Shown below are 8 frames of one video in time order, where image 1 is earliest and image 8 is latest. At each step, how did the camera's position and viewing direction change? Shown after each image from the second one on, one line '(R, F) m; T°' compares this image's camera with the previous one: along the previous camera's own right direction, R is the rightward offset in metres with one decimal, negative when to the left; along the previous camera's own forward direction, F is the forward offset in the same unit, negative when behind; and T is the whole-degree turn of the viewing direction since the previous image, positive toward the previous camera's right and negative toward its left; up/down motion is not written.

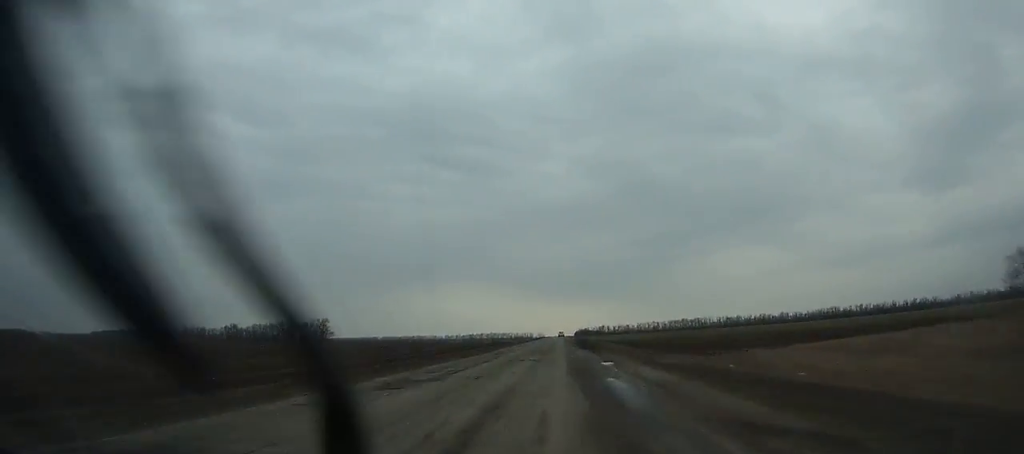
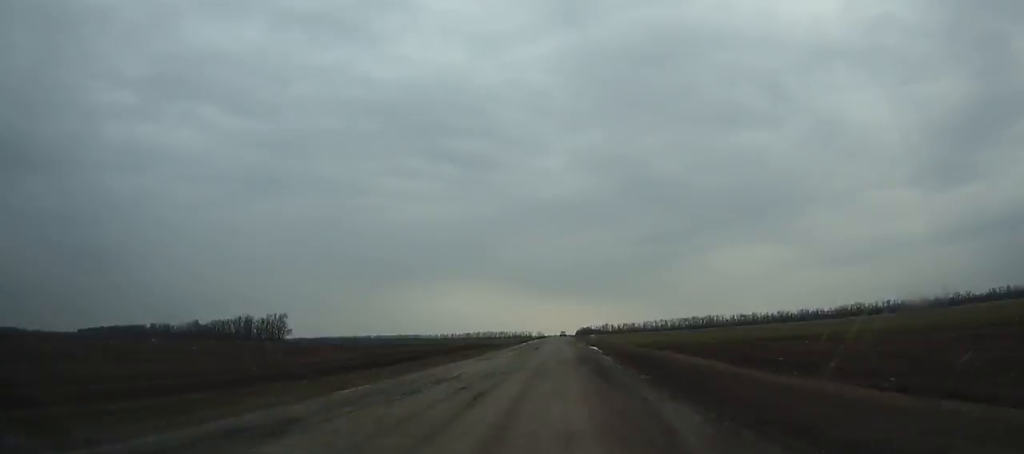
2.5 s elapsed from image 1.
(+0.1, +56.0) m; 0°
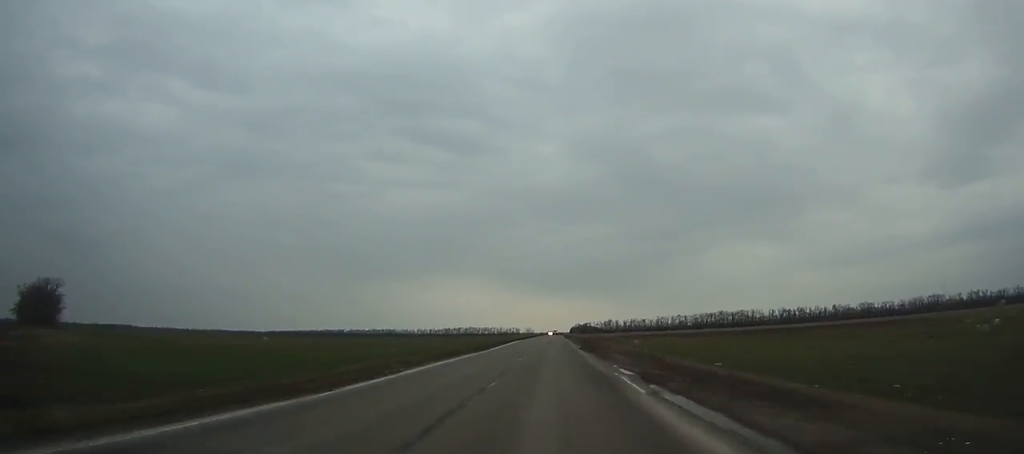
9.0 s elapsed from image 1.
(+0.3, +146.3) m; 0°
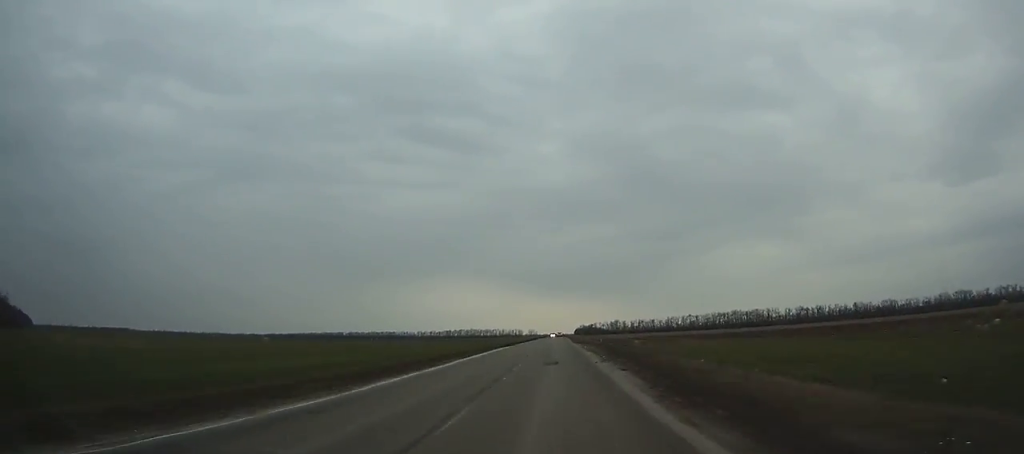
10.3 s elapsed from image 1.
(0.0, +29.8) m; 0°
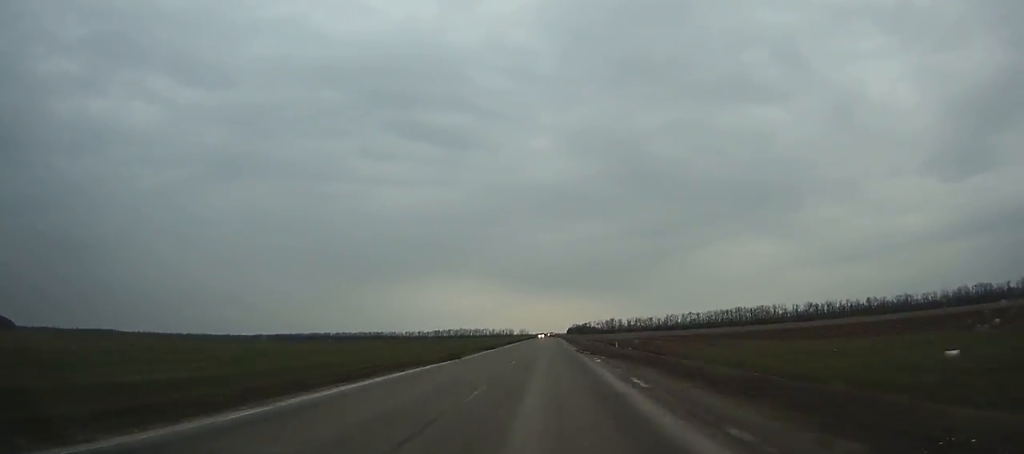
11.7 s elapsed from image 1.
(0.0, +32.4) m; 0°
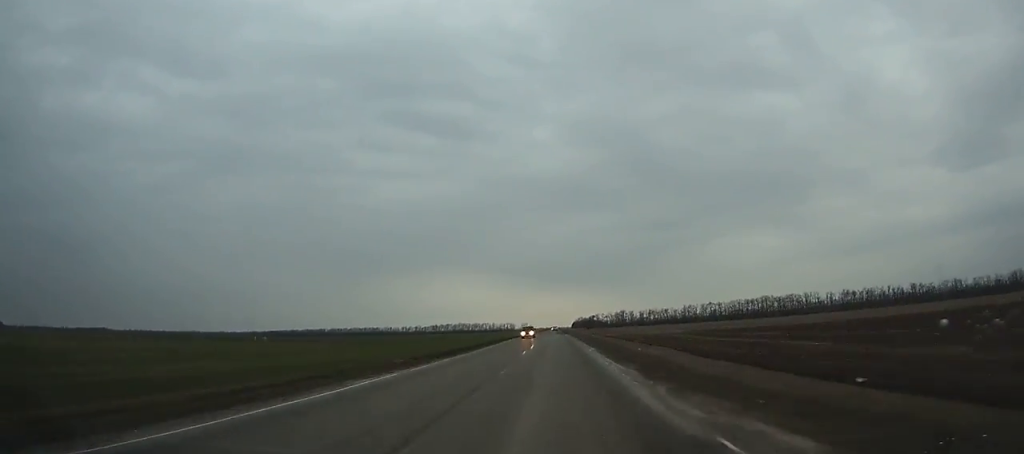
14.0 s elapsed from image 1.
(0.0, +53.5) m; 0°
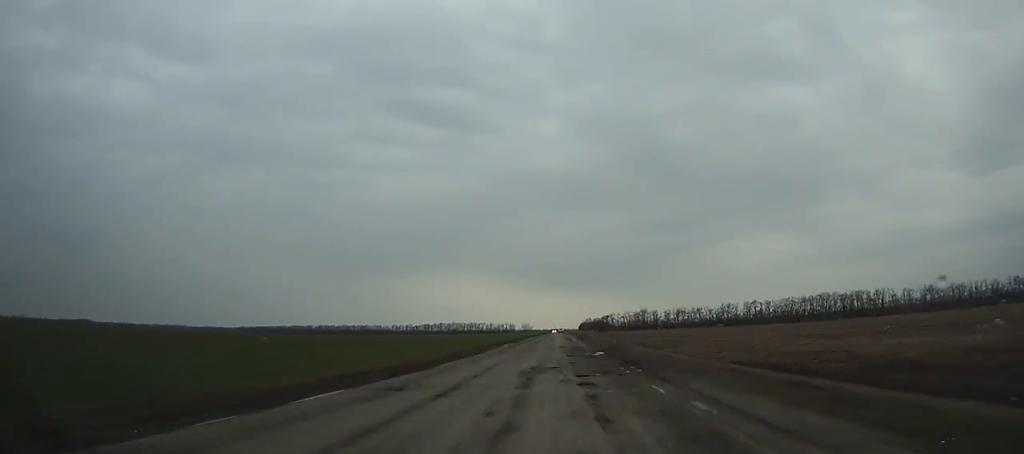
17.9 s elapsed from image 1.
(-0.1, +91.9) m; 0°
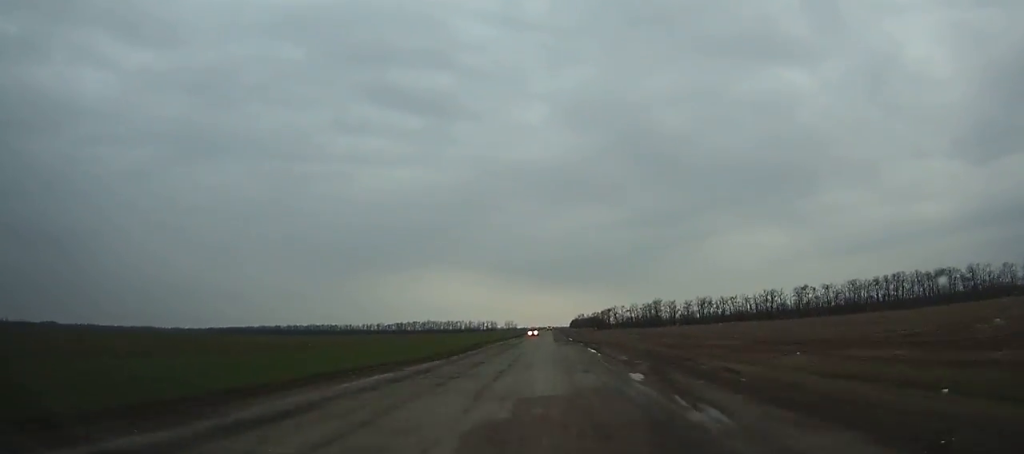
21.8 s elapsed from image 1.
(+0.4, +92.4) m; 0°
